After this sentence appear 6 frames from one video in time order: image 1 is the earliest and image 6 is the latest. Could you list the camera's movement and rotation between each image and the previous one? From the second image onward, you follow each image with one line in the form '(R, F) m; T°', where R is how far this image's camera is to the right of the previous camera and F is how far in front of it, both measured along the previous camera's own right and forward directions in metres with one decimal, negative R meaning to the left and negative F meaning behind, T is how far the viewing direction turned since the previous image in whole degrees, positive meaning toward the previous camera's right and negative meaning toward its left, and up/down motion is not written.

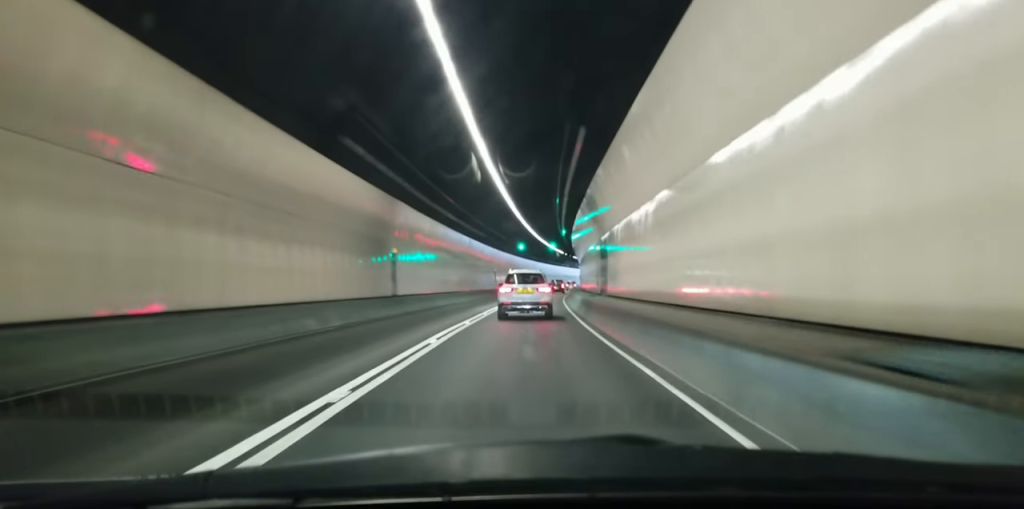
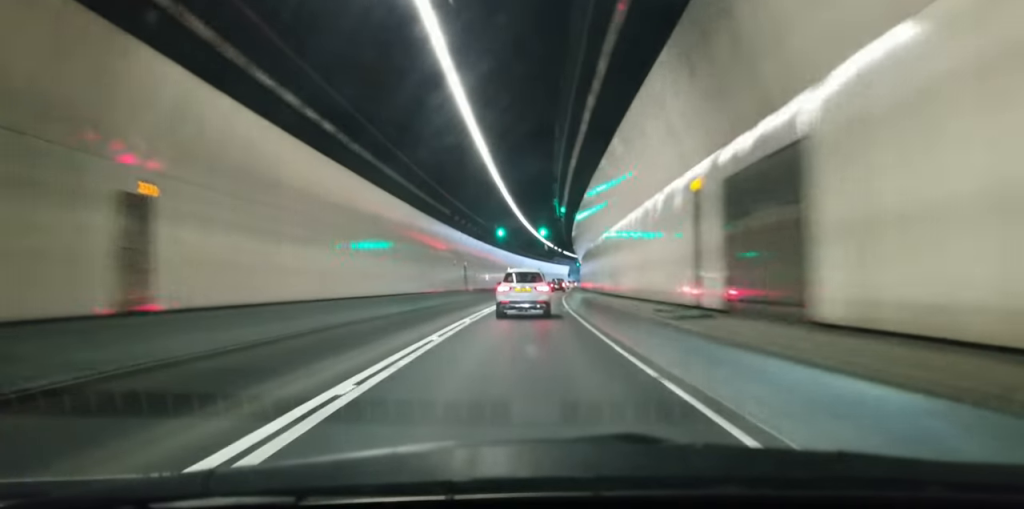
(0.0, +44.4) m; 0°
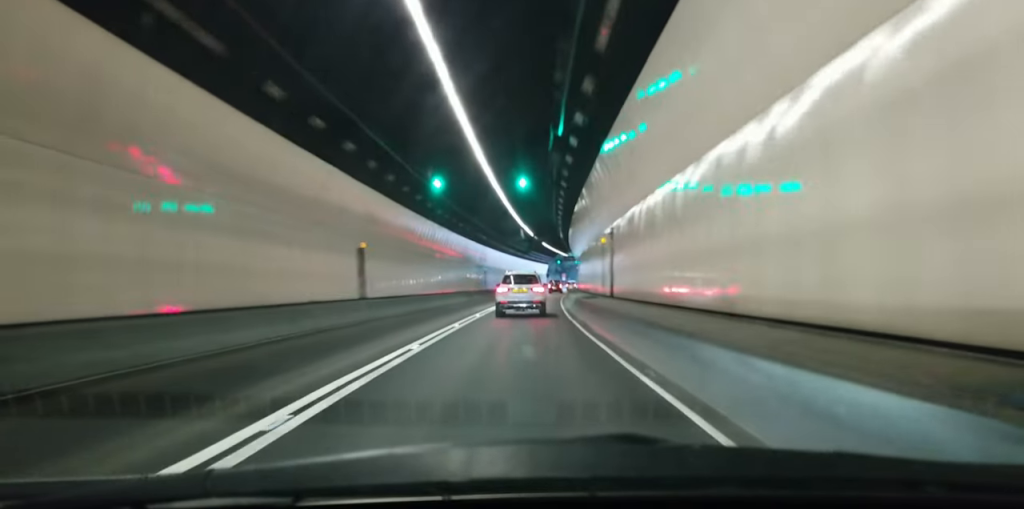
(0.0, +61.6) m; 0°
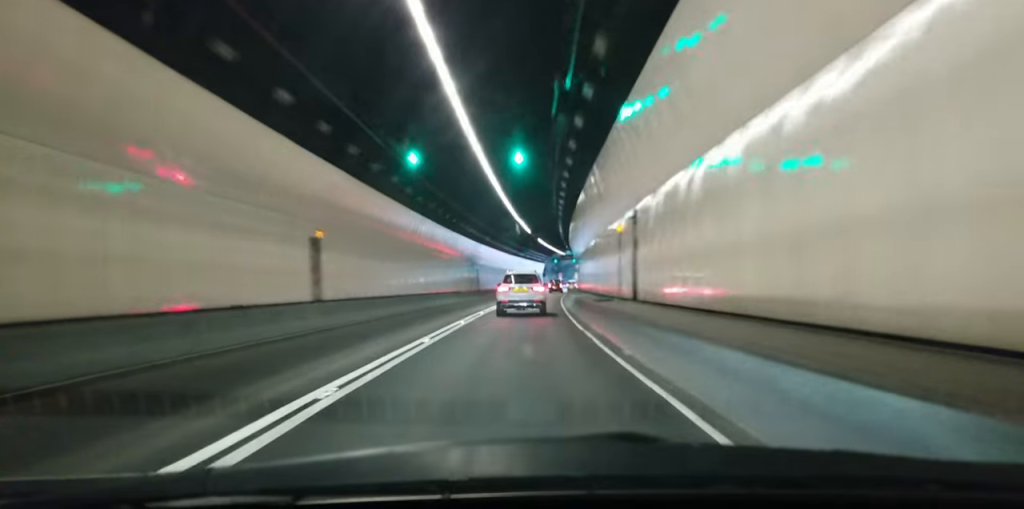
(0.0, +12.1) m; 0°
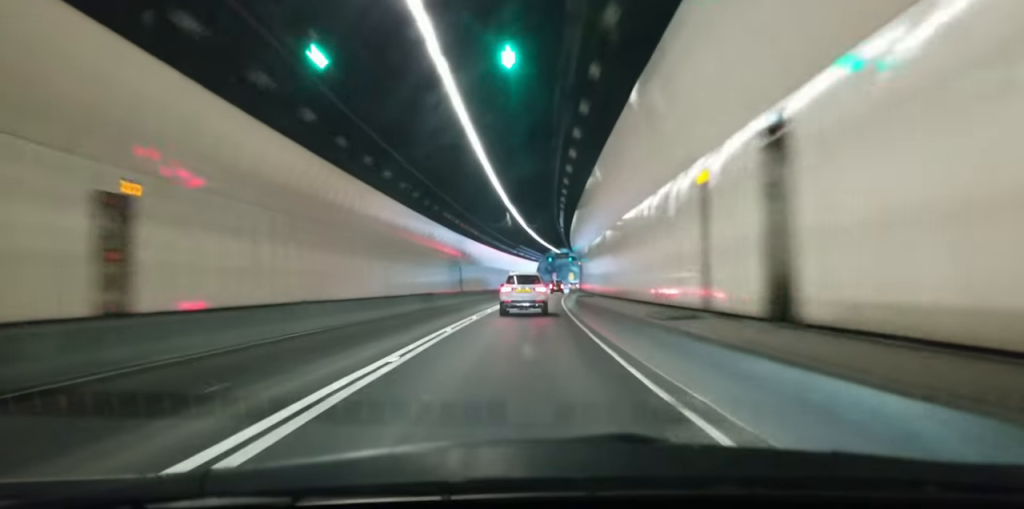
(0.0, +20.2) m; 0°
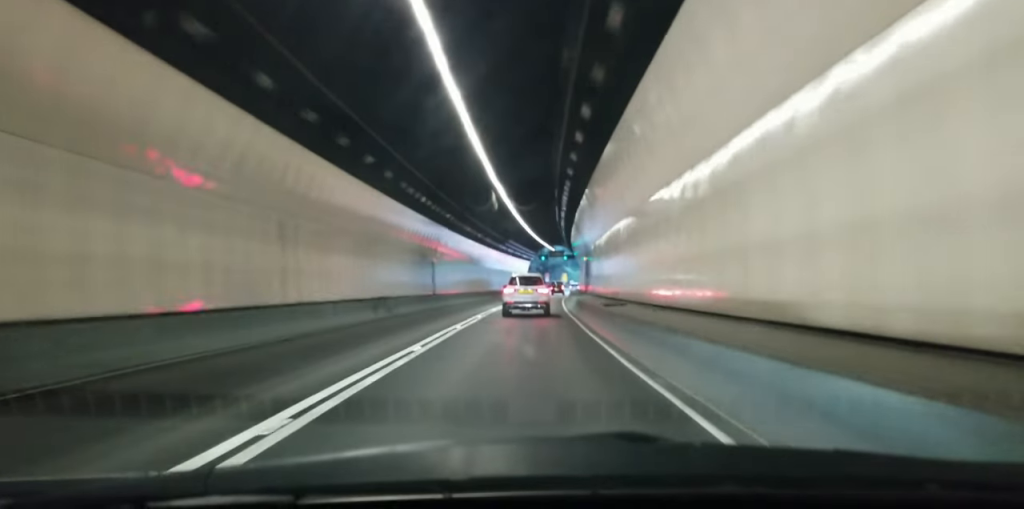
(0.0, +23.4) m; 0°
